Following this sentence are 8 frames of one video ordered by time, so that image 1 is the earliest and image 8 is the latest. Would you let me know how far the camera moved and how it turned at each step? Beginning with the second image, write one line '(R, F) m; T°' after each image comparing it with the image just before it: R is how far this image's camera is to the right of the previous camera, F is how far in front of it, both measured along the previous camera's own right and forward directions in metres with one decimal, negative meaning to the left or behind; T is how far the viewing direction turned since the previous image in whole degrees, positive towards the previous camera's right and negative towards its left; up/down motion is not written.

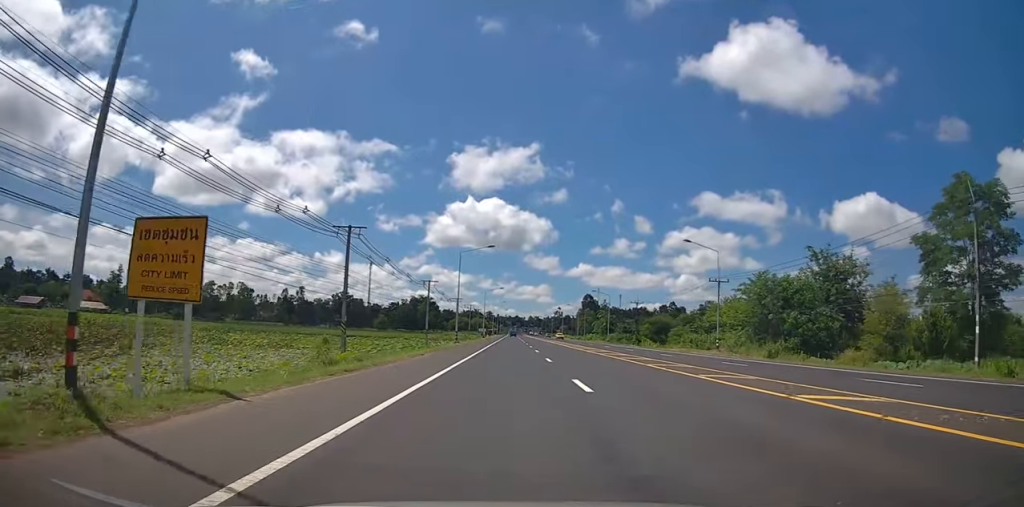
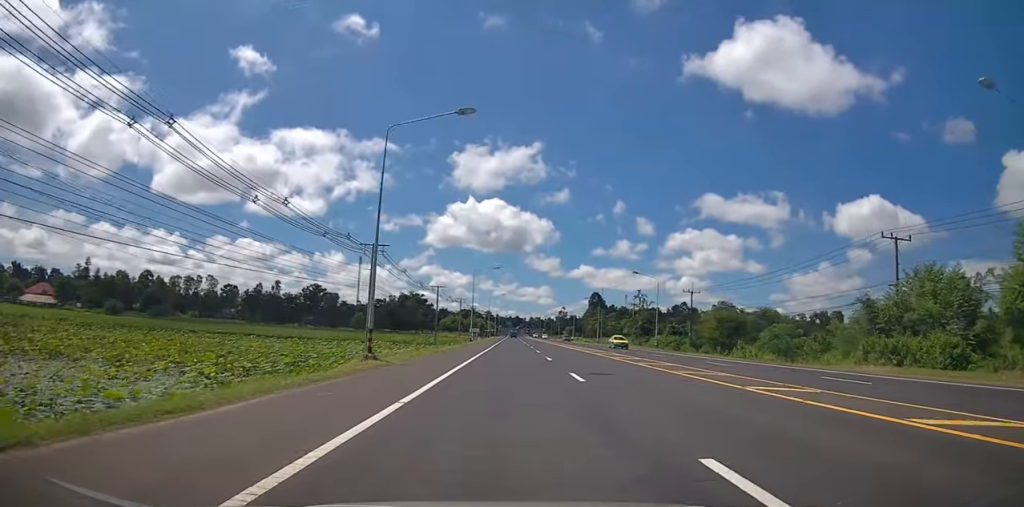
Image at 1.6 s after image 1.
(+0.2, +33.7) m; -1°
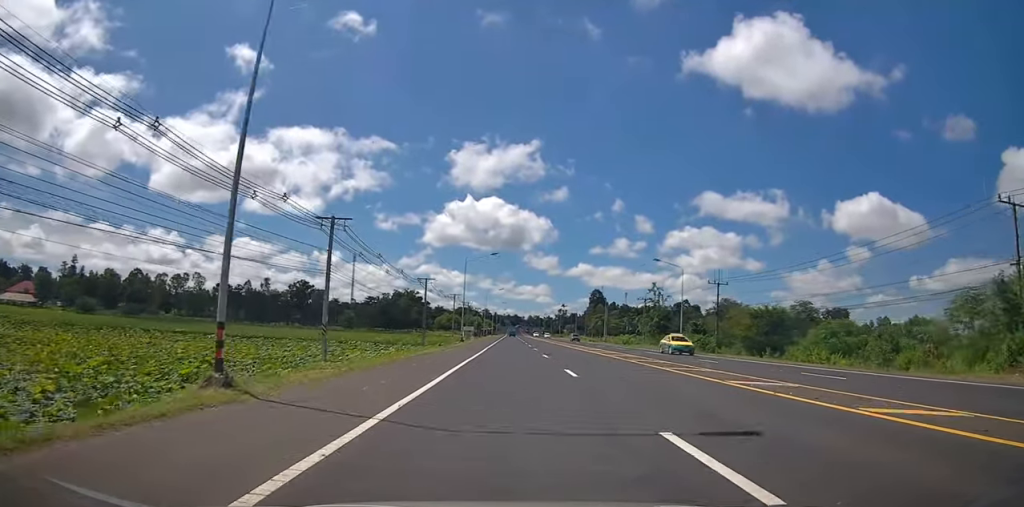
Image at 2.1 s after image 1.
(-0.3, +10.8) m; 0°
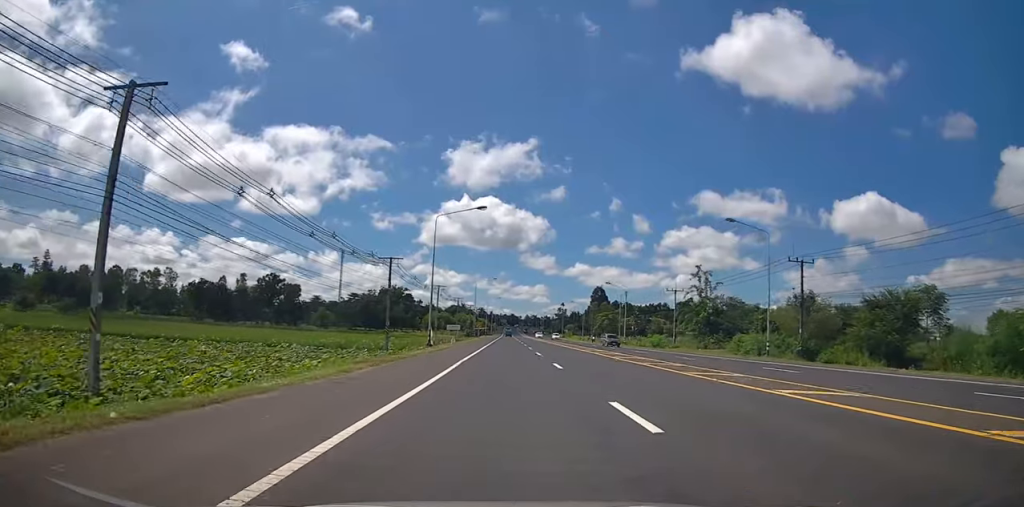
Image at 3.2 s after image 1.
(+0.1, +21.1) m; +1°
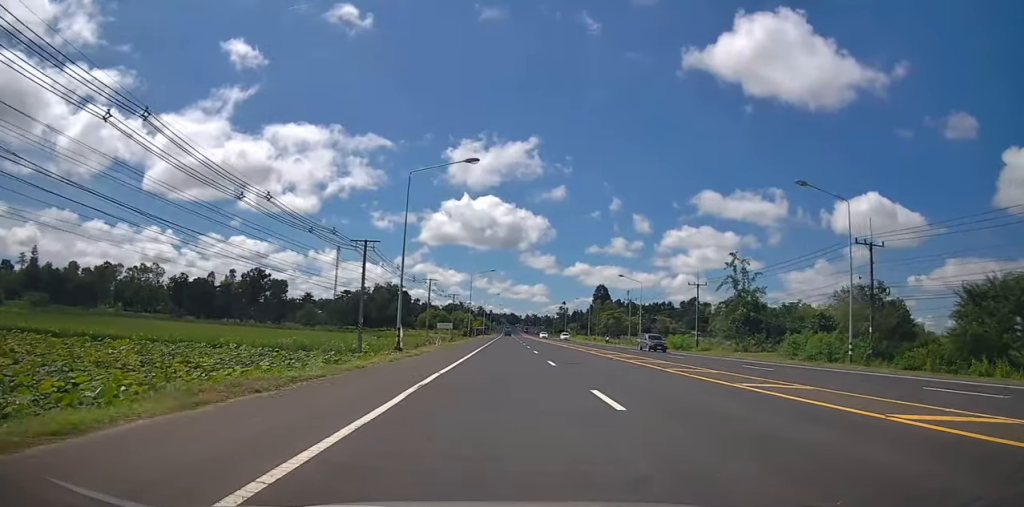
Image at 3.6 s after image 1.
(+0.2, +10.0) m; +1°
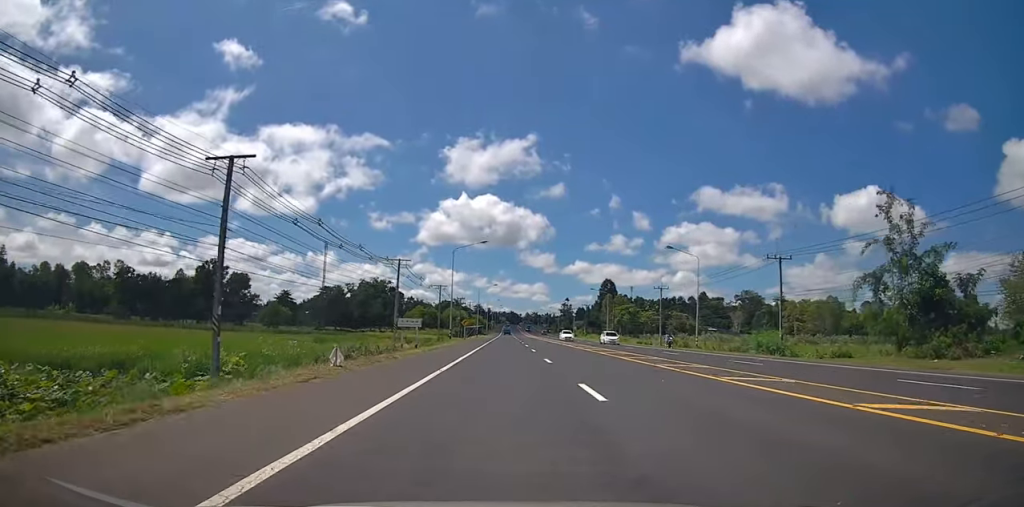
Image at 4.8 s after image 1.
(-0.2, +23.4) m; -1°
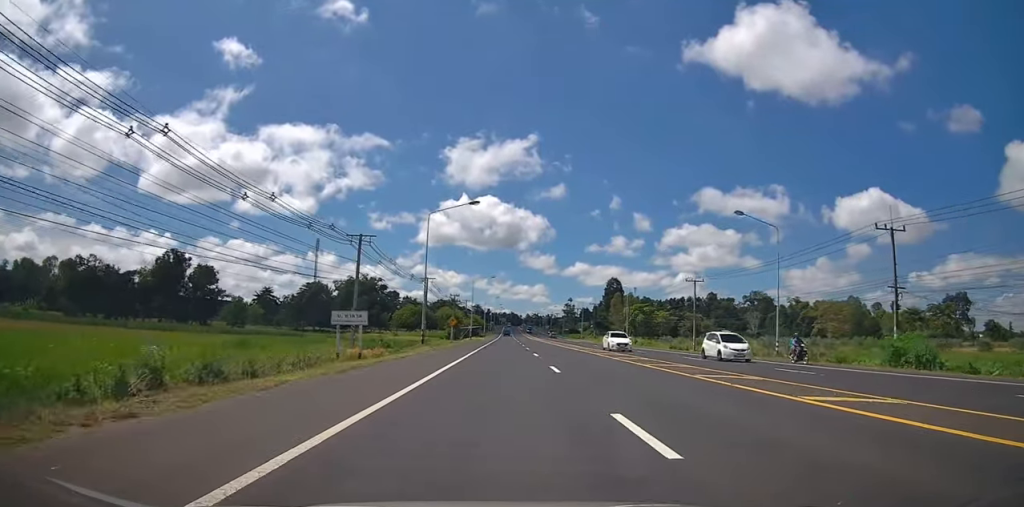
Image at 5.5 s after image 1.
(+0.1, +16.4) m; -1°
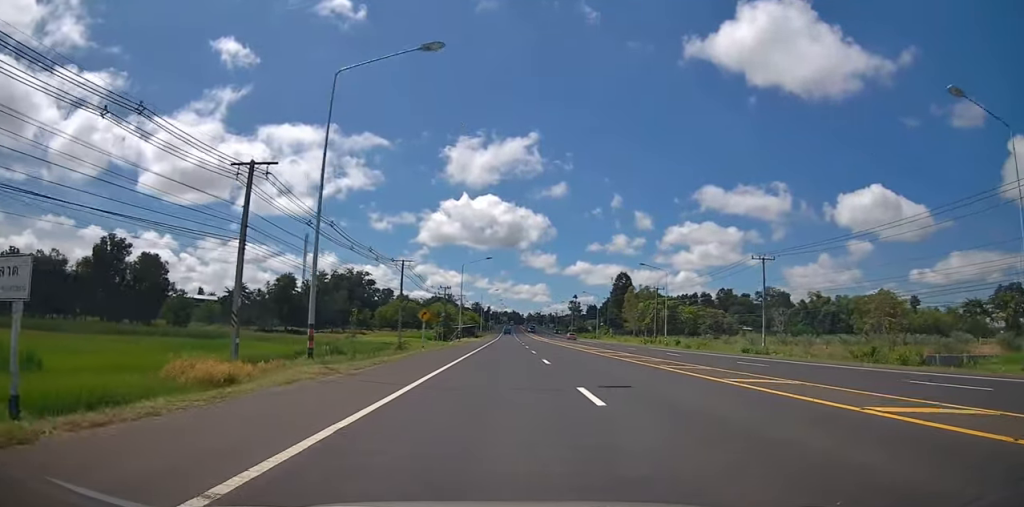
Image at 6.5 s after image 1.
(-0.5, +20.2) m; 0°
